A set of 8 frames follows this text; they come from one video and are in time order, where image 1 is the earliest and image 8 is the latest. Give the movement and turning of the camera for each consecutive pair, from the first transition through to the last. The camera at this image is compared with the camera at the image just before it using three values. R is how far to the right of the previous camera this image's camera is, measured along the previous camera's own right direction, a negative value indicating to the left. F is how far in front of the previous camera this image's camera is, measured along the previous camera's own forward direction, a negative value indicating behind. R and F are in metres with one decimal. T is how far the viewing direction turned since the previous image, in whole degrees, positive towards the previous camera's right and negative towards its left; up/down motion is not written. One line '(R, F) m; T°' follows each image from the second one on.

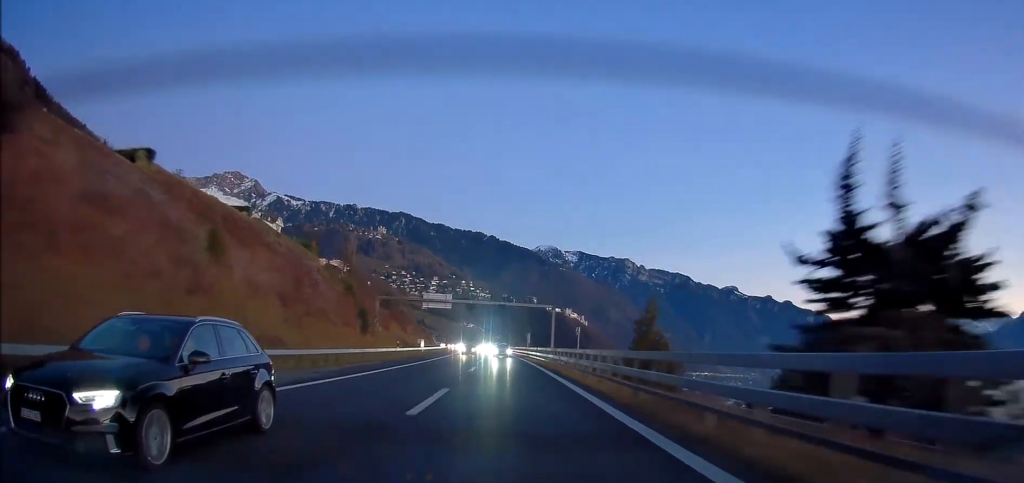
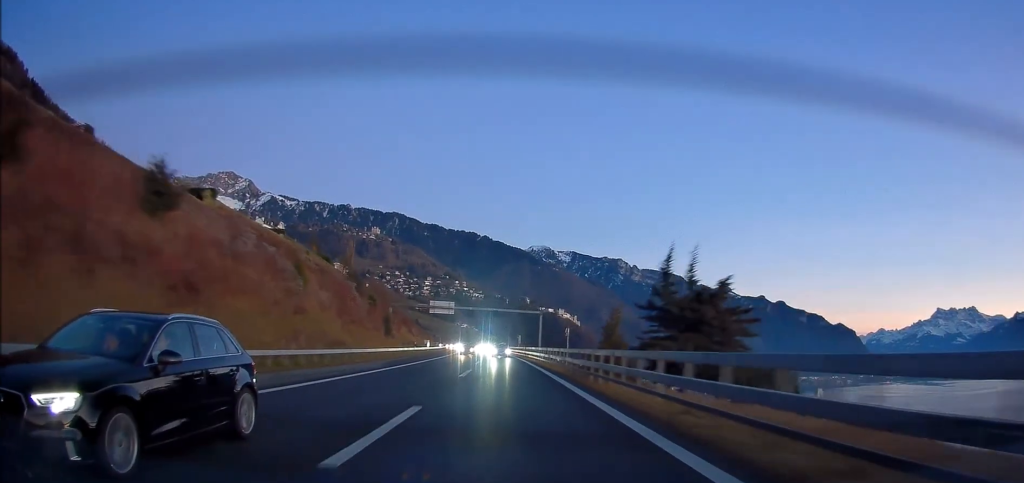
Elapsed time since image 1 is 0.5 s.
(+0.1, +13.3) m; 0°
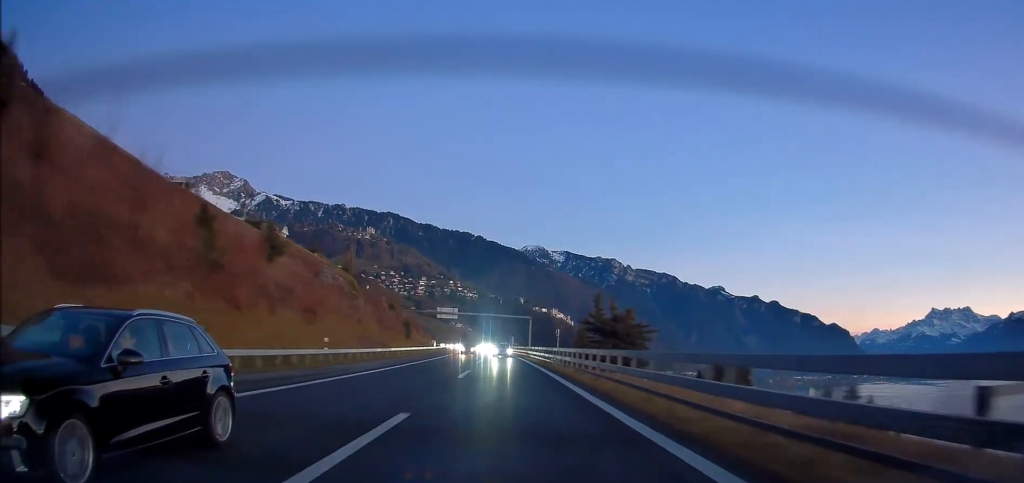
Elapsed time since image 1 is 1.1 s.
(-0.2, +16.8) m; +1°
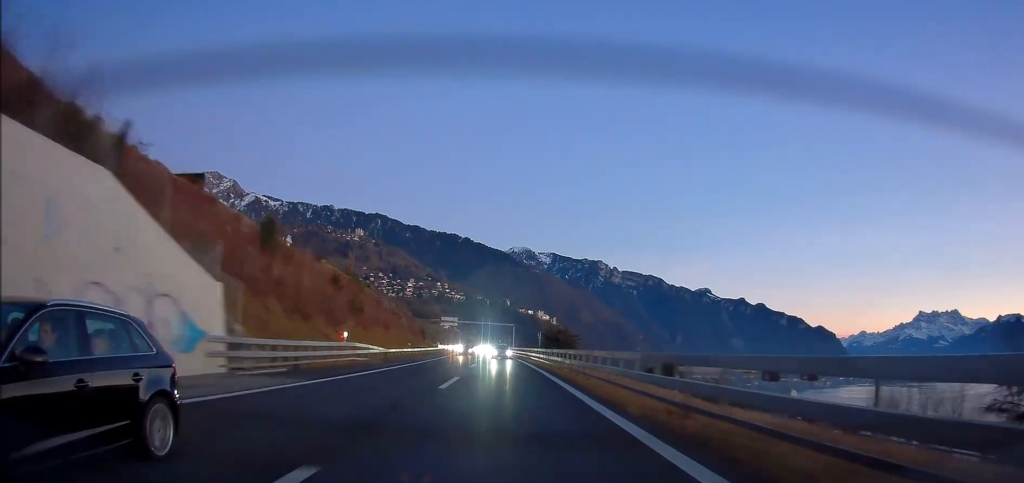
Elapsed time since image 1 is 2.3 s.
(+0.7, +31.0) m; +2°
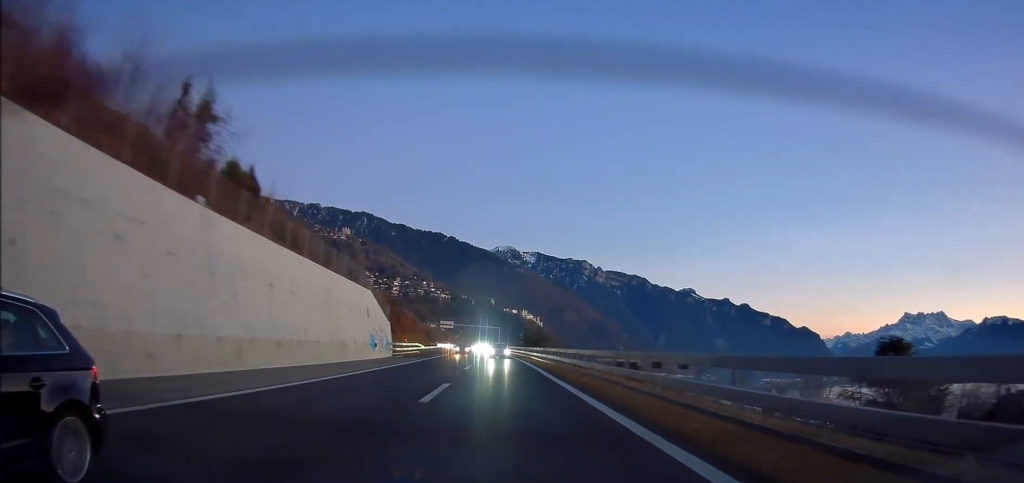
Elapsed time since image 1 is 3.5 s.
(+0.1, +31.7) m; +1°
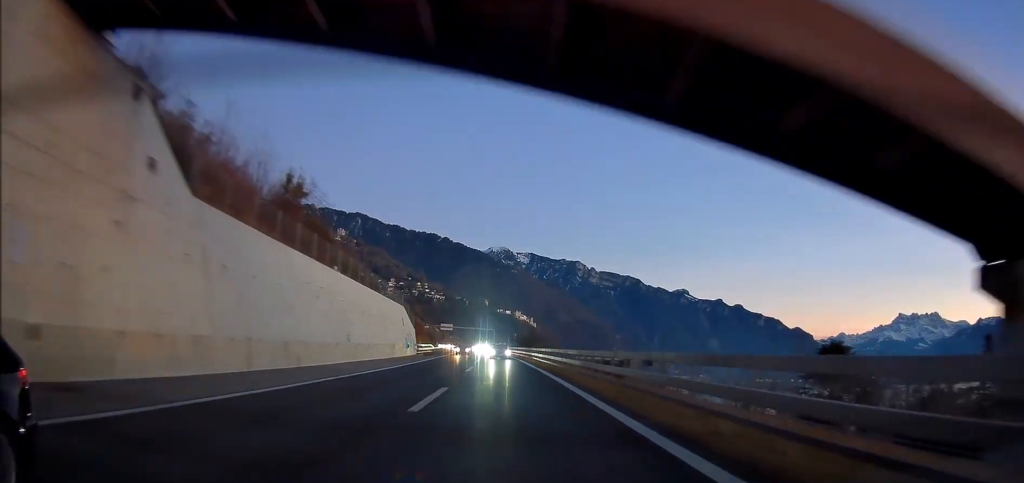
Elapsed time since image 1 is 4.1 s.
(+0.3, +16.5) m; +1°
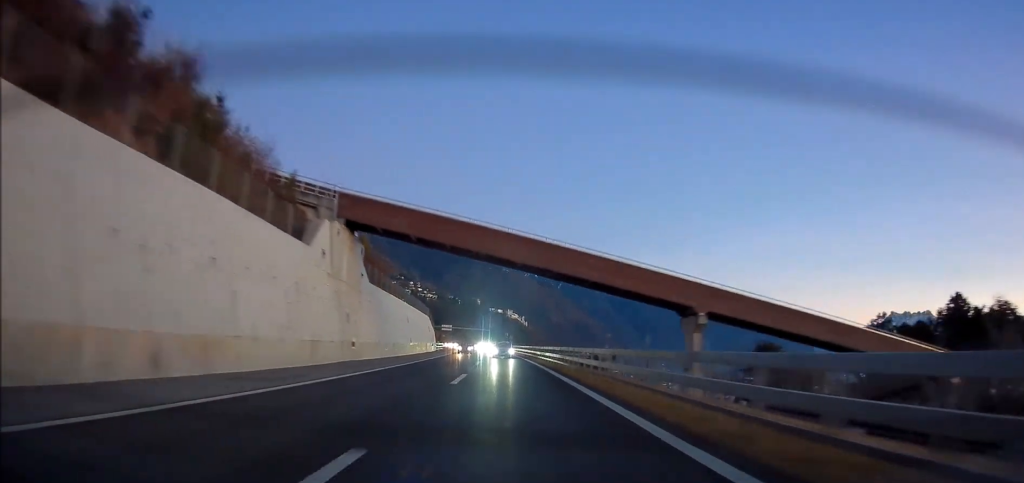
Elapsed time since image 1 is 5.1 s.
(+0.3, +25.1) m; +1°
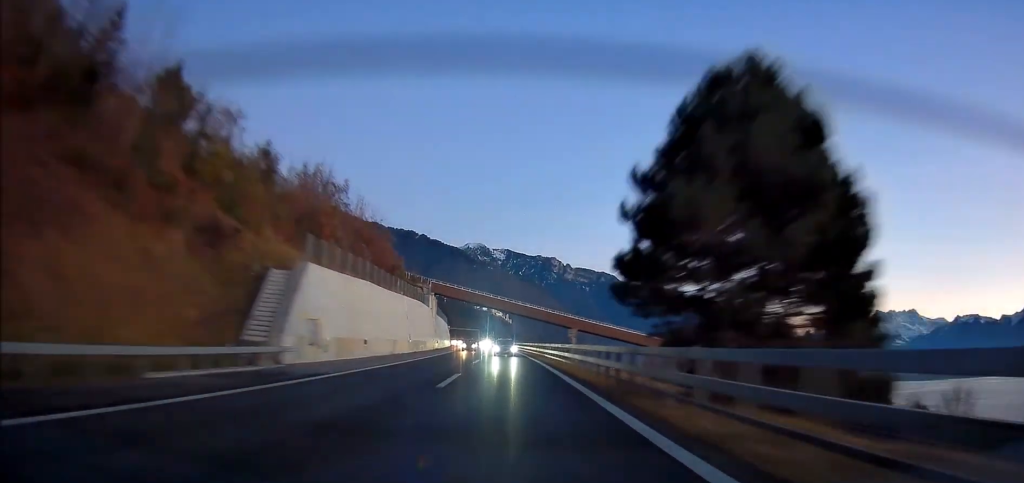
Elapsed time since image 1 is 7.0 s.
(+0.3, +51.1) m; +1°
